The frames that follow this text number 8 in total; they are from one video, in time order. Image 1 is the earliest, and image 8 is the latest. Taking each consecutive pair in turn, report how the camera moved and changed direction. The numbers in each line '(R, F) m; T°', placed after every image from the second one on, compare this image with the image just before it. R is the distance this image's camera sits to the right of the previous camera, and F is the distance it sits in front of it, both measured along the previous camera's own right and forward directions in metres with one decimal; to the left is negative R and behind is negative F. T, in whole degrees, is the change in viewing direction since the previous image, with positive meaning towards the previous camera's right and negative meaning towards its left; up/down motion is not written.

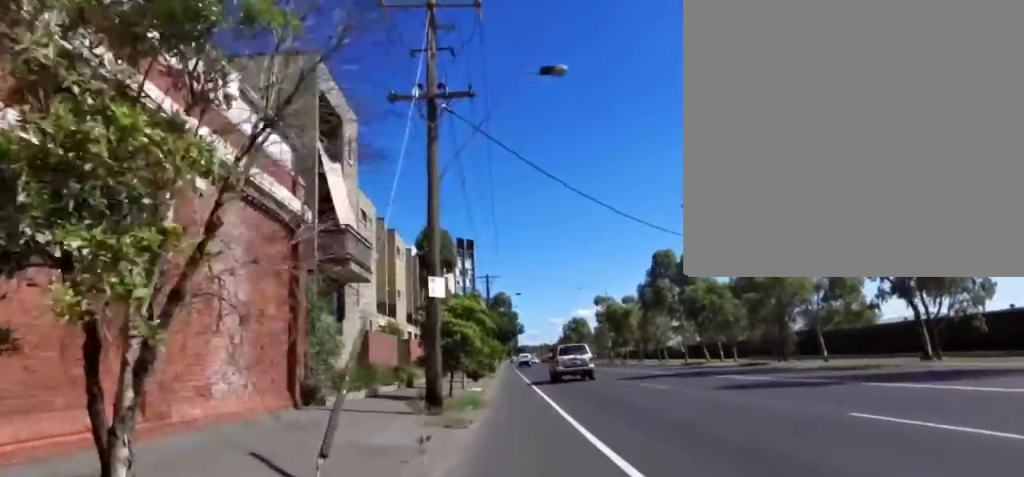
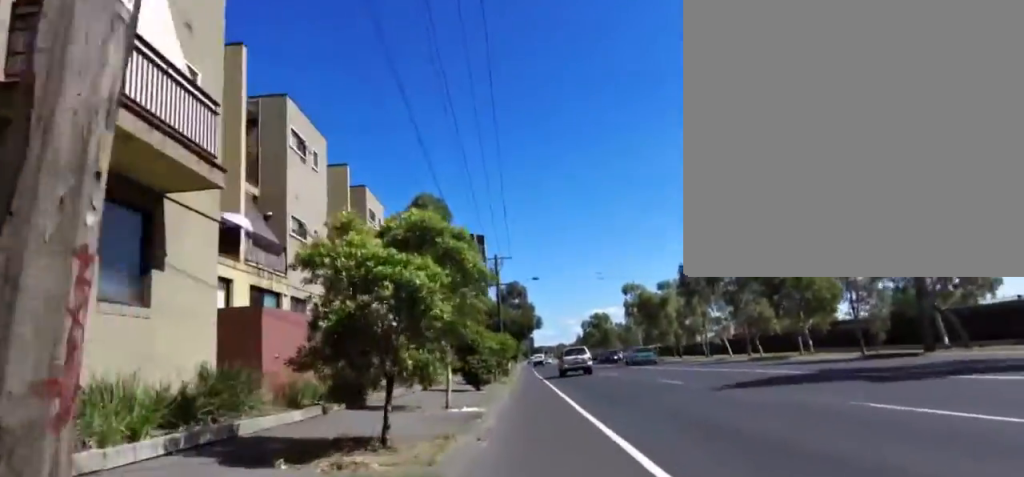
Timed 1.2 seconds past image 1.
(-0.5, +11.7) m; -2°
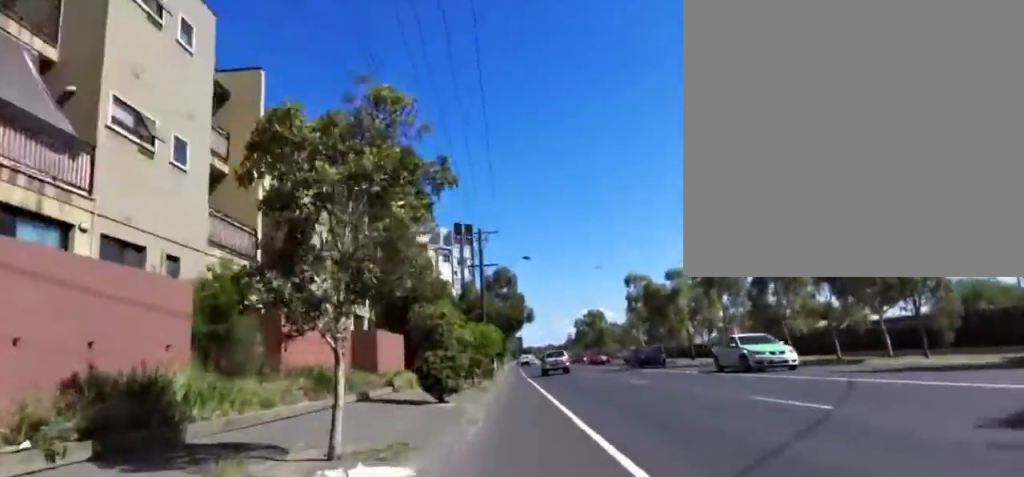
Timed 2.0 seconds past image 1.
(0.0, +8.9) m; -1°
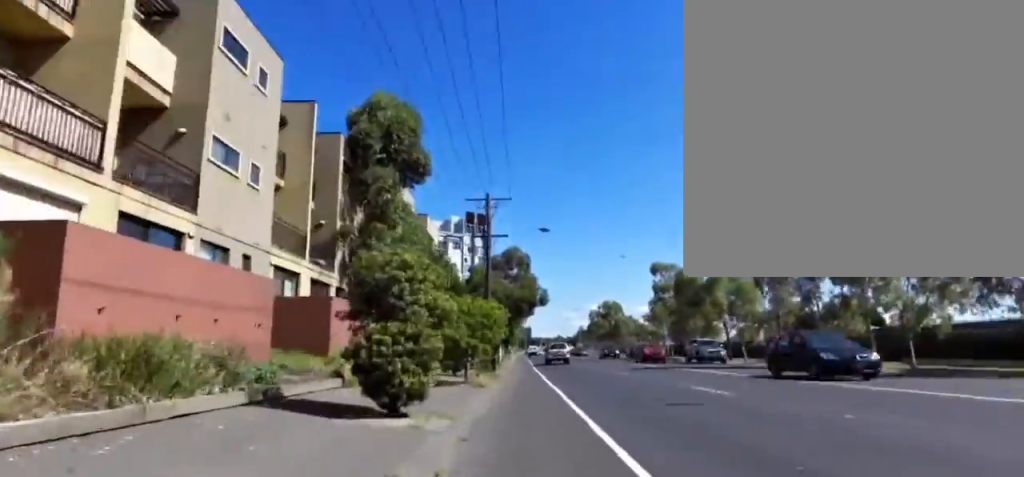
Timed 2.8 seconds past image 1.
(-0.1, +8.0) m; -1°
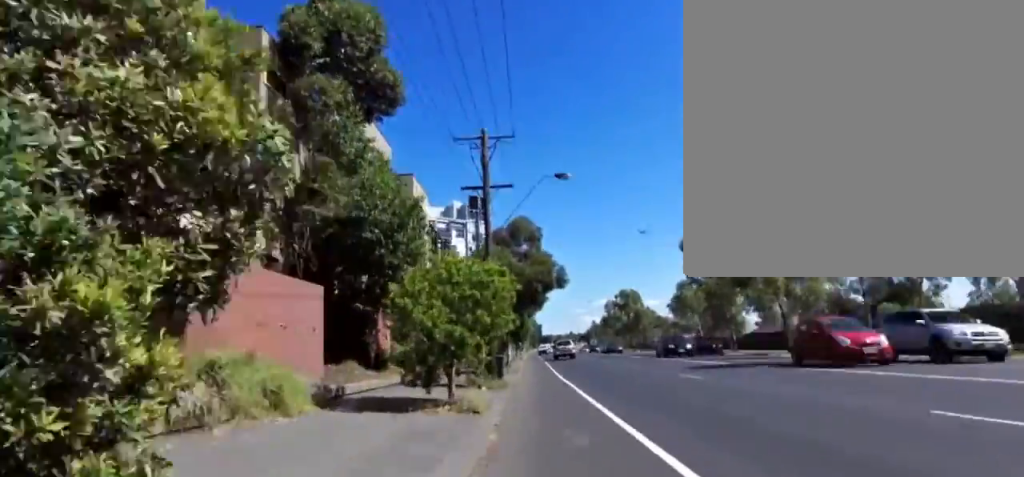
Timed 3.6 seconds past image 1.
(-0.2, +8.9) m; 0°
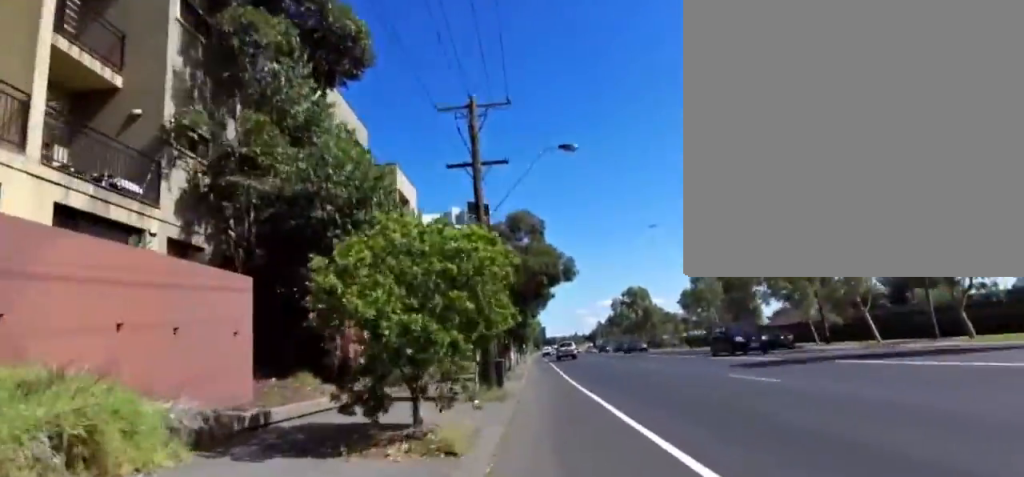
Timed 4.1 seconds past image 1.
(+0.1, +4.4) m; +1°
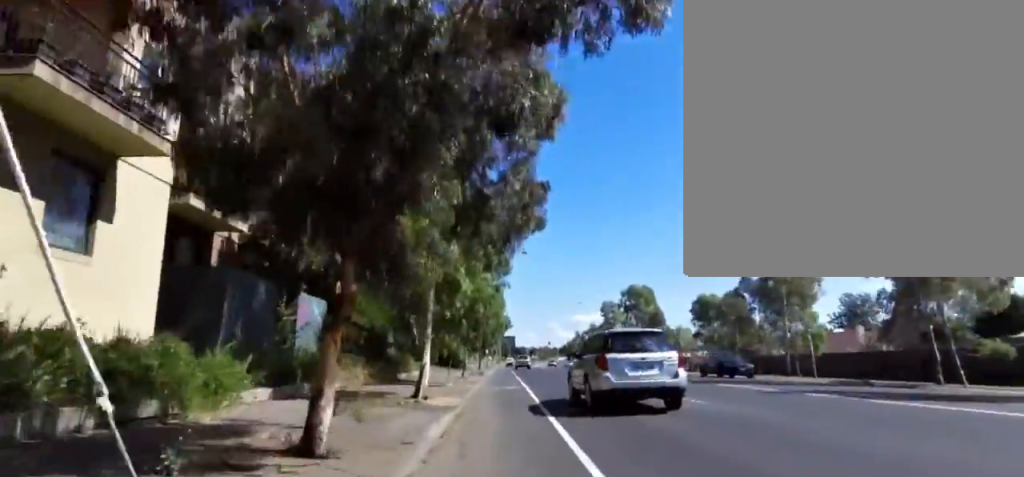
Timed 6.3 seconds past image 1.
(+2.3, +22.0) m; +12°
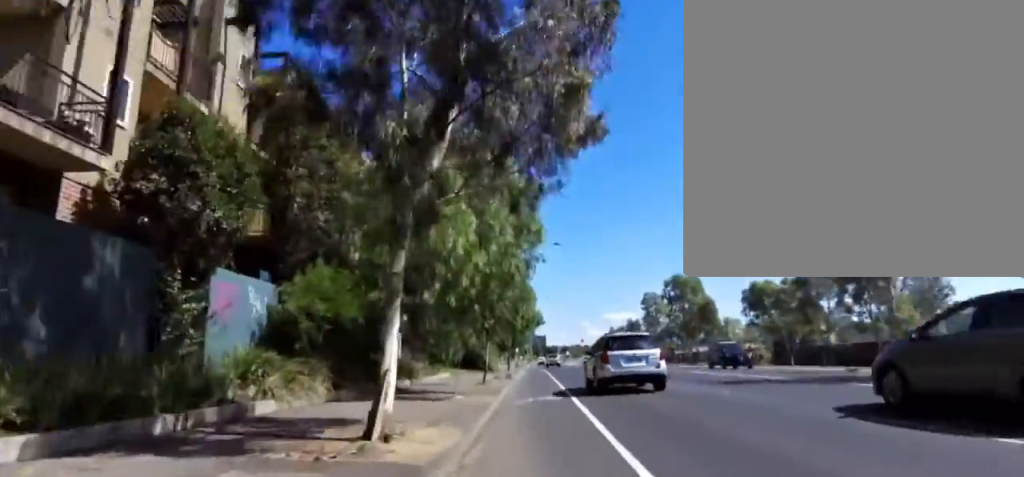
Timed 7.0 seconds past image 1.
(0.0, +6.9) m; -2°
